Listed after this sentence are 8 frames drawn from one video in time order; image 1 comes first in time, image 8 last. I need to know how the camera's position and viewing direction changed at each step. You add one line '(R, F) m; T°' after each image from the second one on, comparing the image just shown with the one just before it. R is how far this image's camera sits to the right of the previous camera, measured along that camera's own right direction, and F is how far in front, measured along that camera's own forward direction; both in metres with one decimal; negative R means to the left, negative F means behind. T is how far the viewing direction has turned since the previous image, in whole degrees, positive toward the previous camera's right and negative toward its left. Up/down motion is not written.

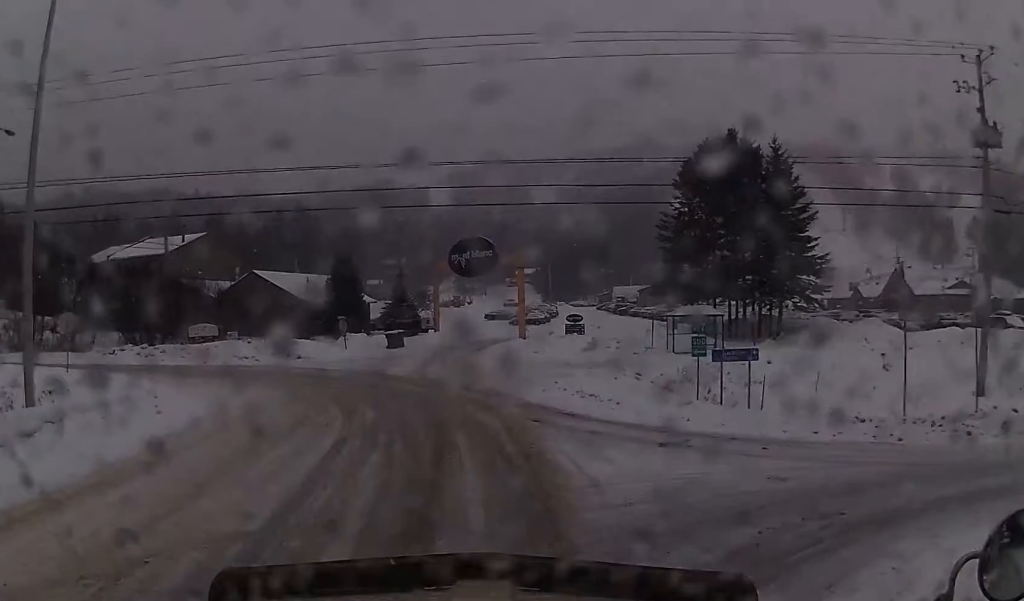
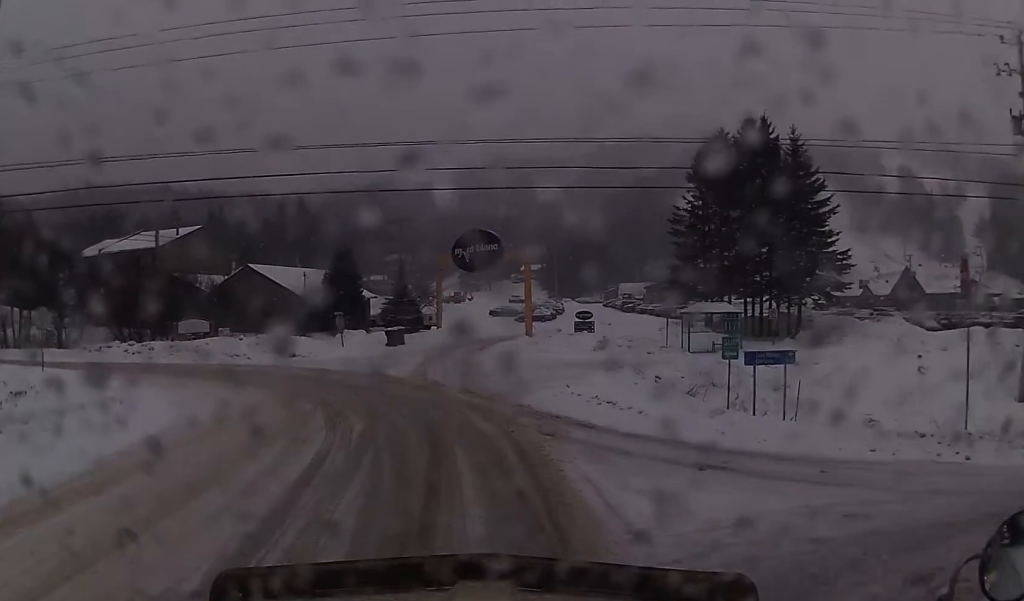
(0.0, +3.0) m; -1°
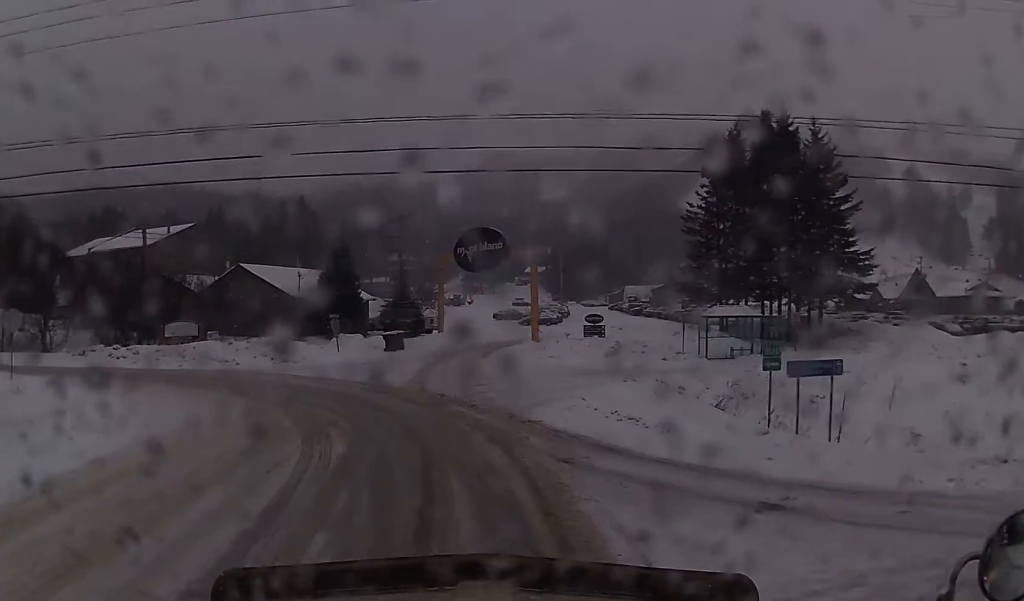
(-0.1, +2.9) m; +1°
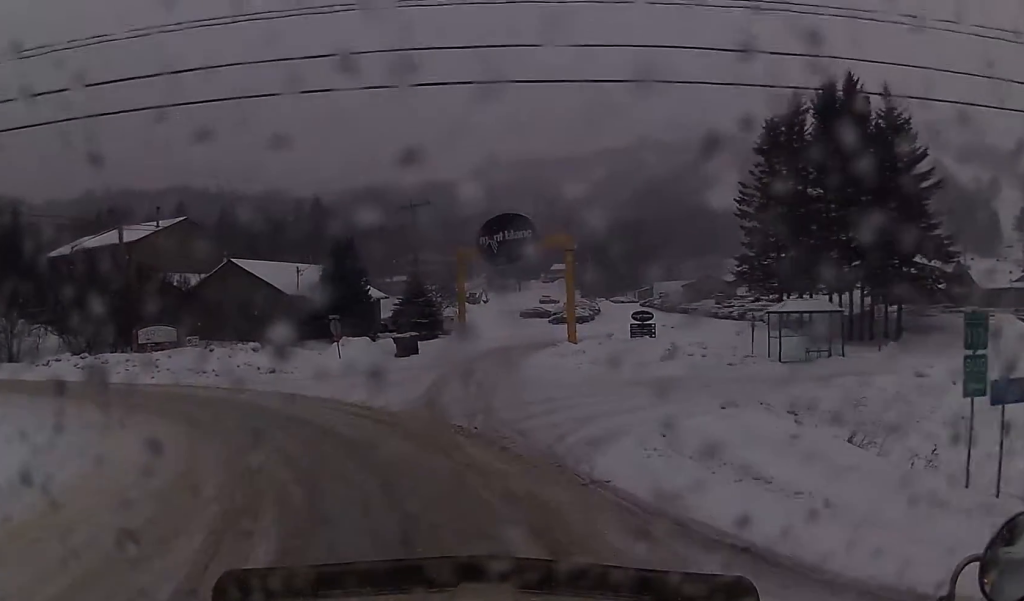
(+0.2, +6.3) m; +1°
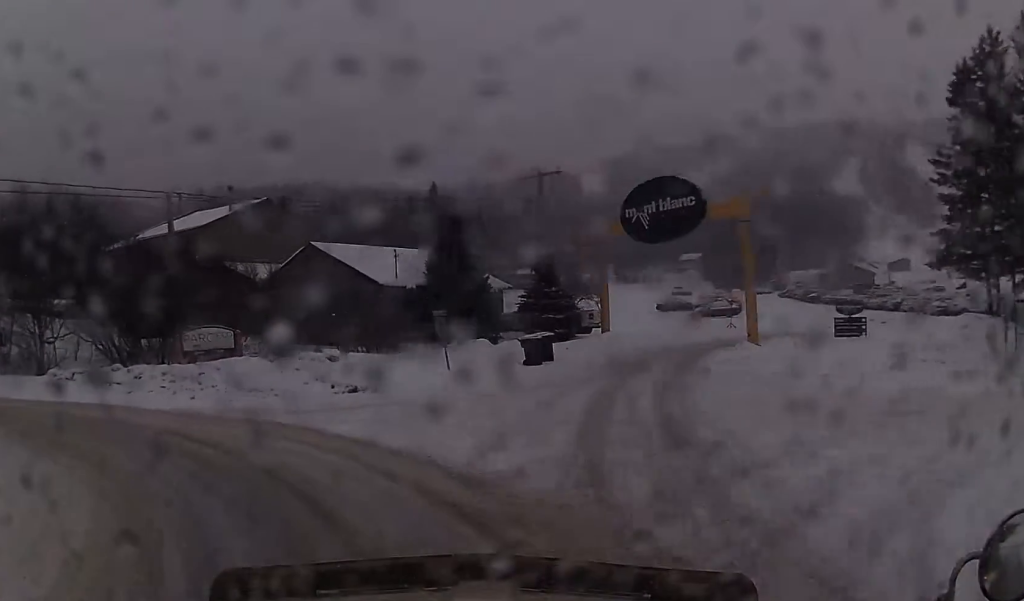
(-0.5, +8.4) m; -12°
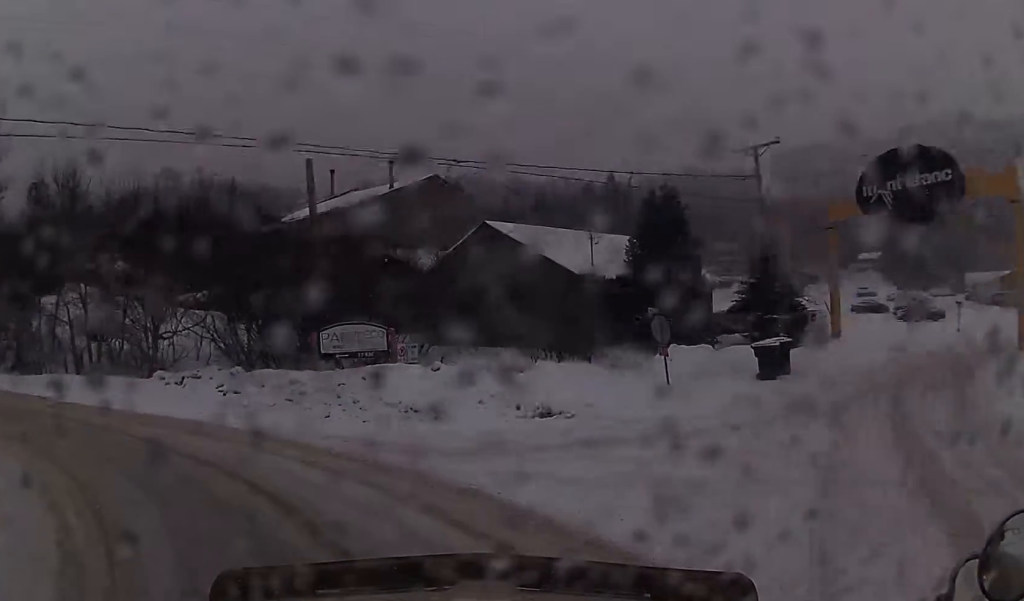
(-0.8, +6.8) m; -14°
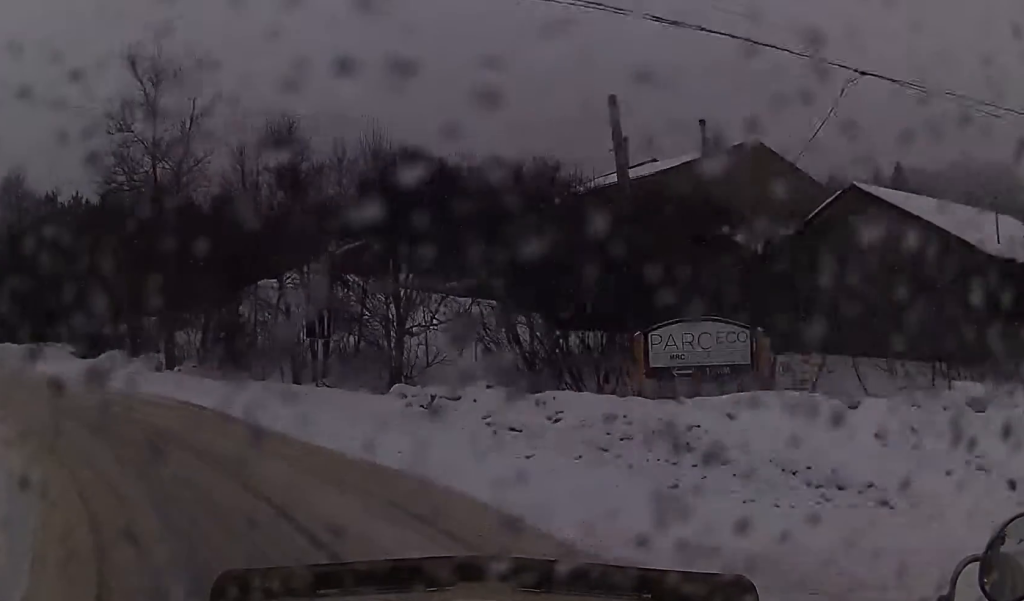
(-1.4, +8.7) m; -19°
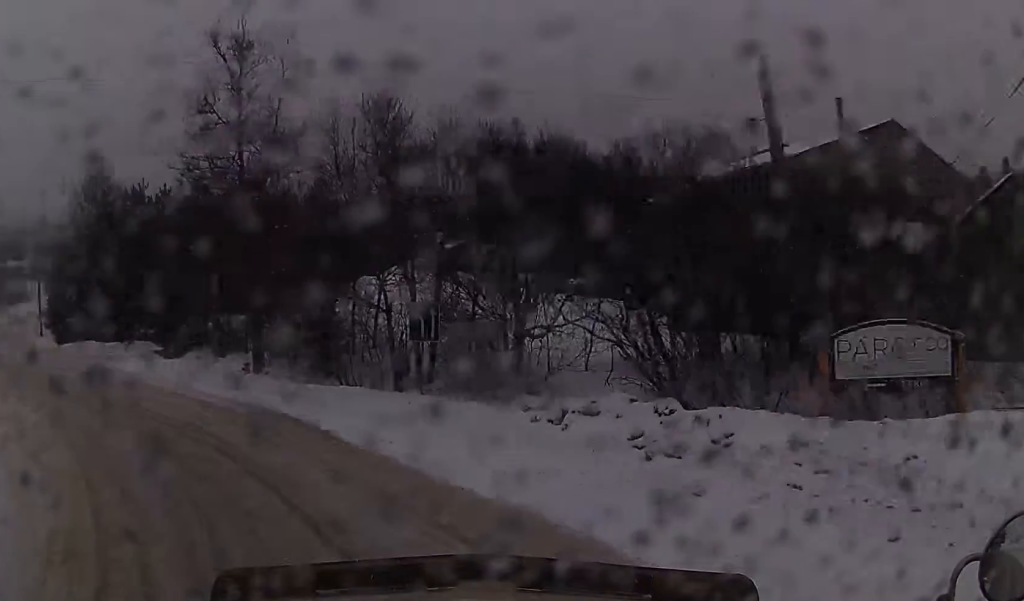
(-0.2, +3.2) m; -6°
